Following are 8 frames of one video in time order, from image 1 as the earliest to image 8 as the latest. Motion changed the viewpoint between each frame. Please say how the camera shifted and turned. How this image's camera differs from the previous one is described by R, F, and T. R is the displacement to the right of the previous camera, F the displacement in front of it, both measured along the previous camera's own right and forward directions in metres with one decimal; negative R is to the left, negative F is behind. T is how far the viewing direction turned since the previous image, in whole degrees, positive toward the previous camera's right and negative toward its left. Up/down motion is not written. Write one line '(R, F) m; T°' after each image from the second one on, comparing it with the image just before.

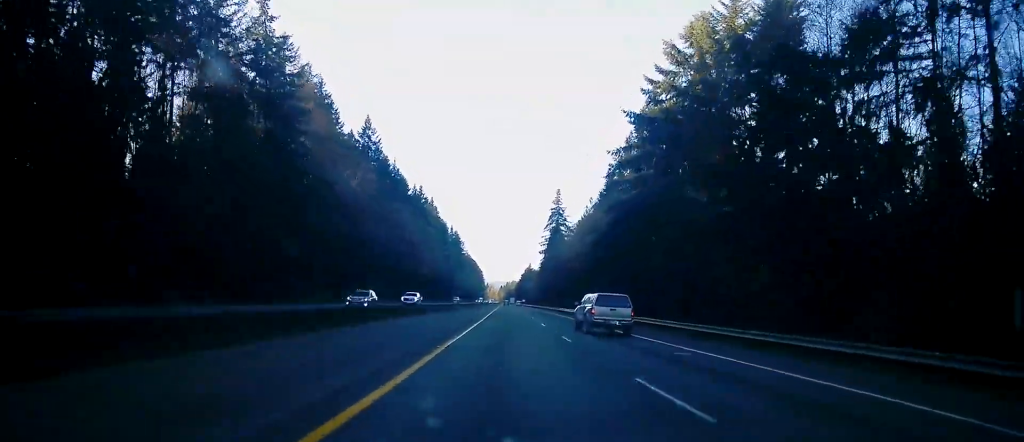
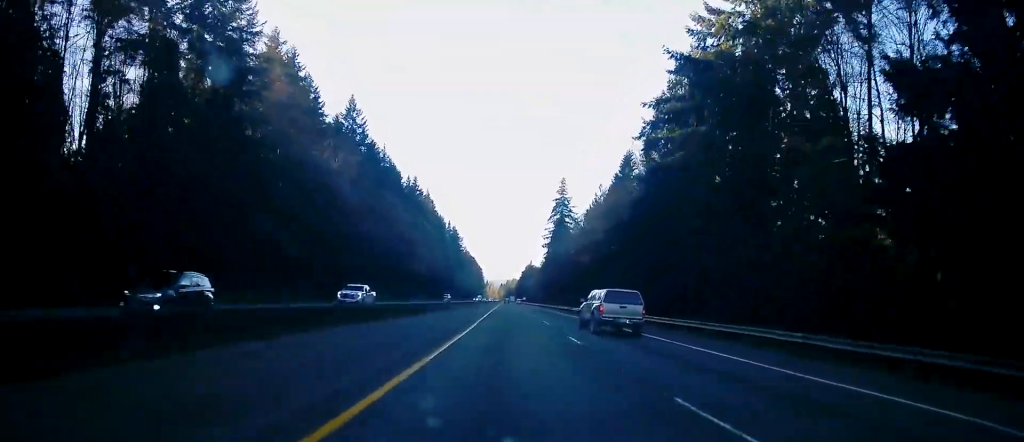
(-0.1, +14.4) m; 0°
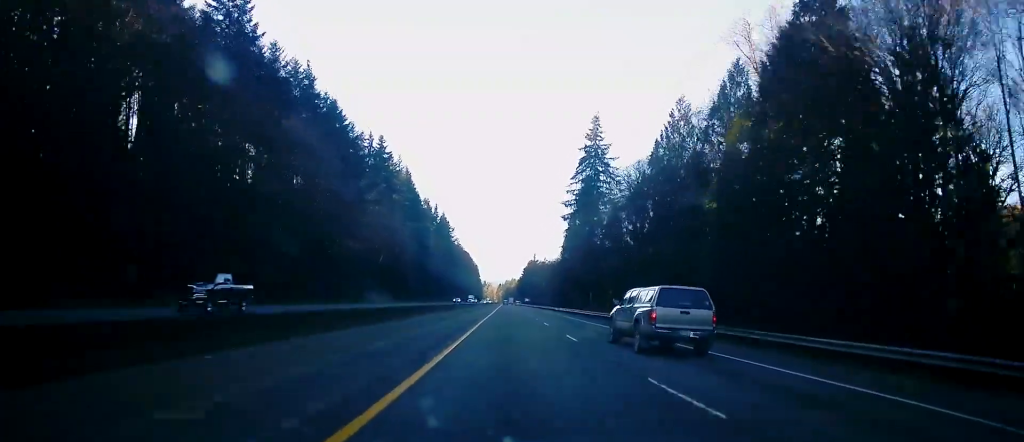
(-0.6, +60.1) m; 0°
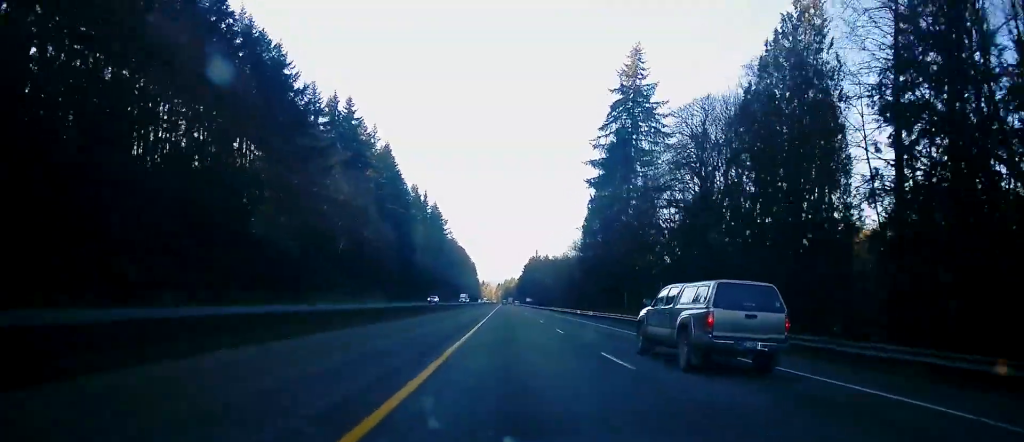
(+0.1, +32.4) m; +1°
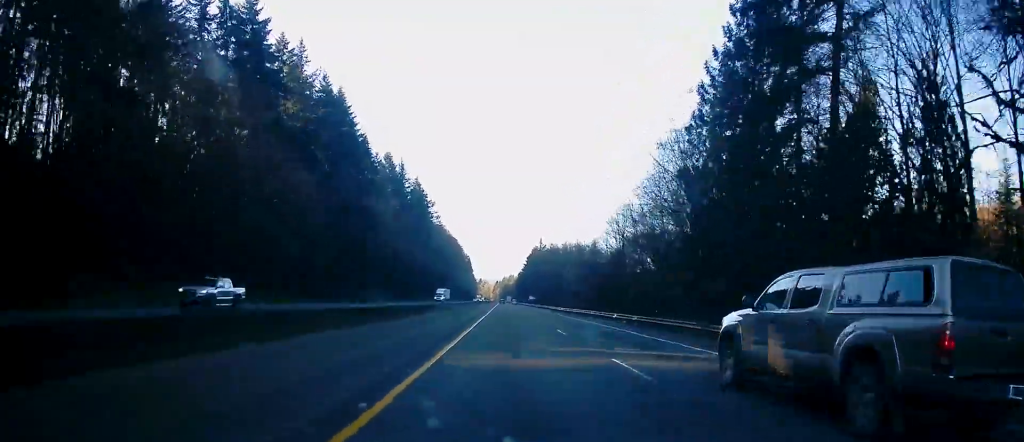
(+0.1, +51.2) m; 0°
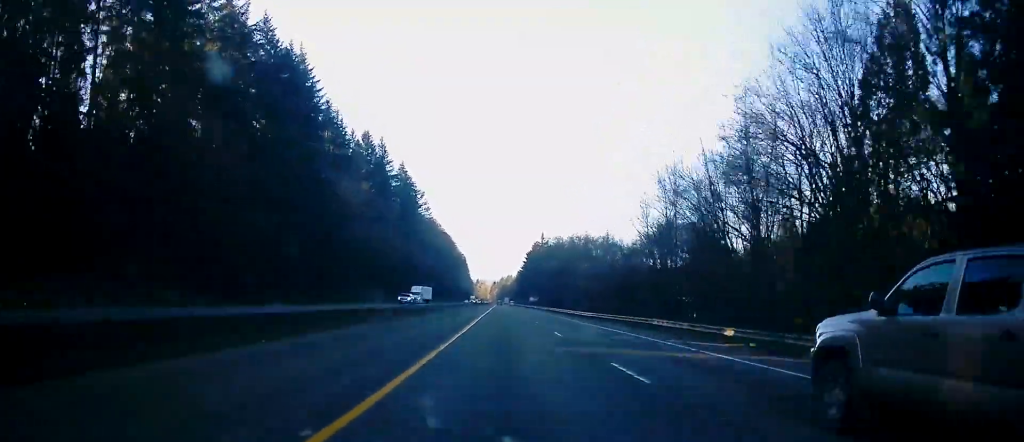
(-0.1, +25.6) m; 0°
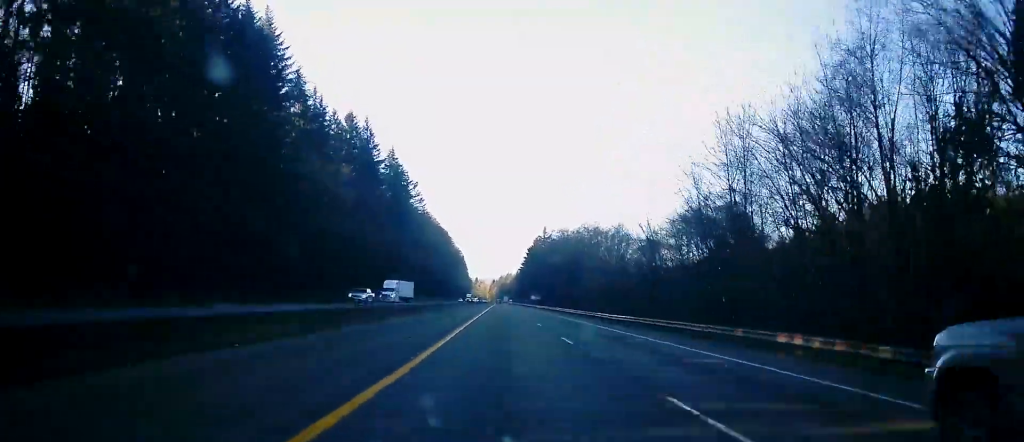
(-0.1, +16.7) m; 0°
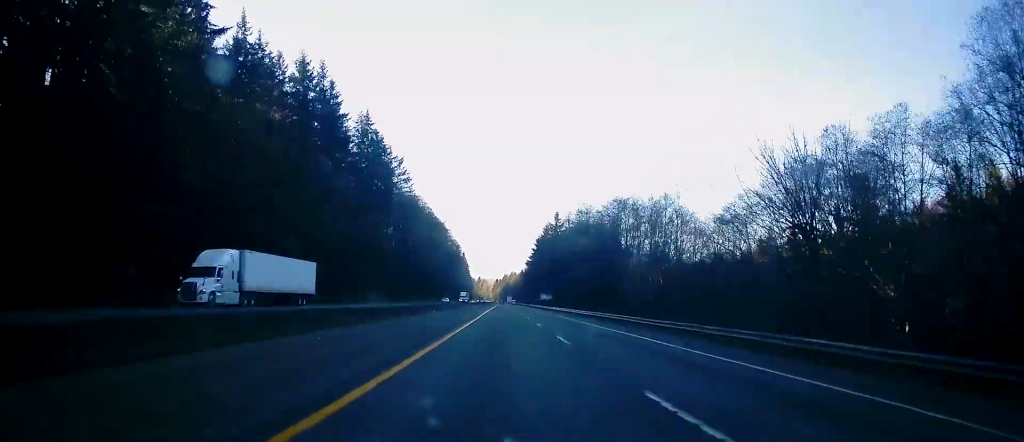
(+0.1, +36.7) m; +1°
